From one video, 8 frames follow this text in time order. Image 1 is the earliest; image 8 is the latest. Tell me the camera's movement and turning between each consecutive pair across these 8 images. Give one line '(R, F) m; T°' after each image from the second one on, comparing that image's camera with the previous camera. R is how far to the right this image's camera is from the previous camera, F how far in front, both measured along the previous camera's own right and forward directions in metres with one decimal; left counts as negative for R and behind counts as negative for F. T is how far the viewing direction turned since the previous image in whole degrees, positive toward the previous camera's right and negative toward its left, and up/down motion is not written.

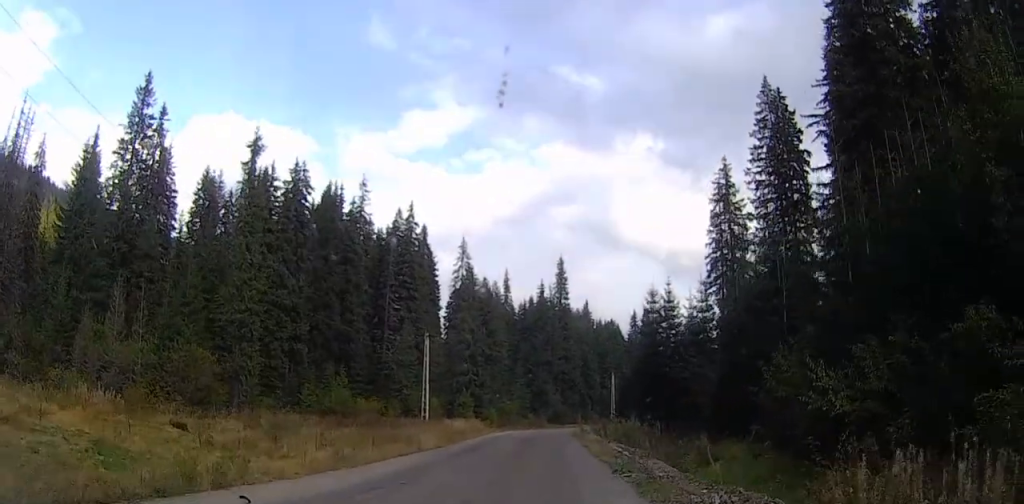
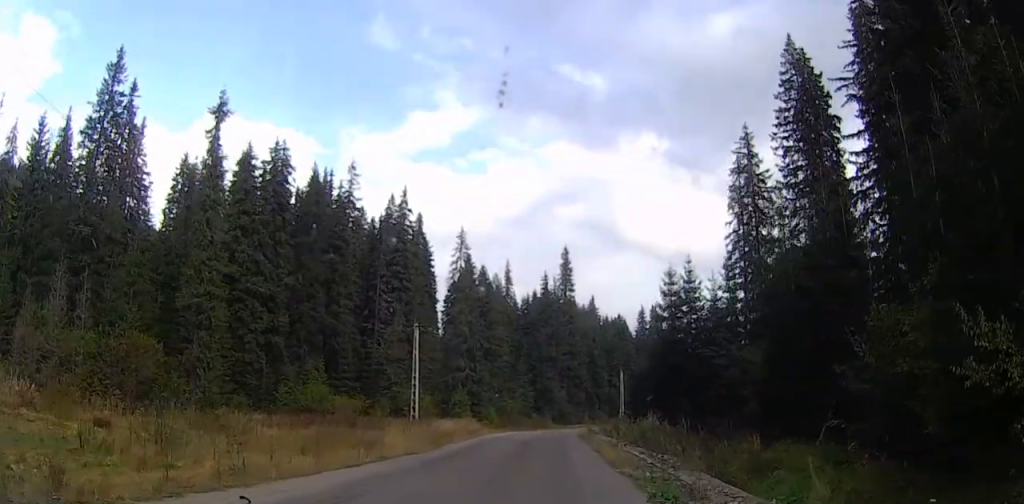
(+0.3, +7.3) m; +2°
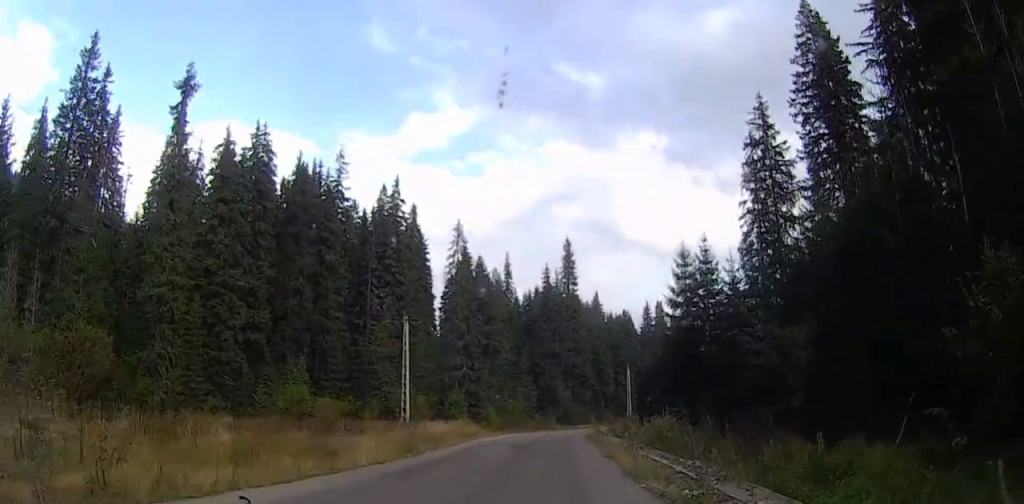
(+0.4, +5.1) m; 0°
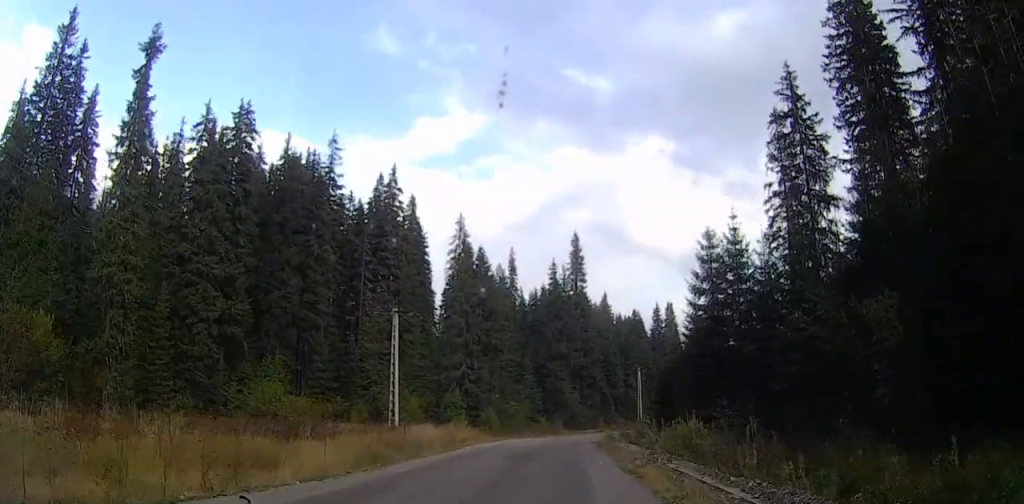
(-0.4, +6.0) m; -2°
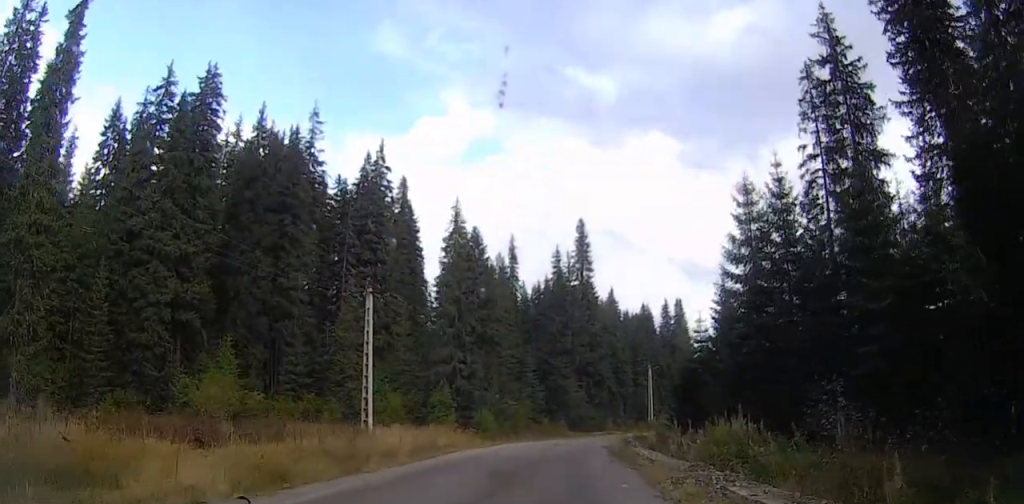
(-0.3, +8.3) m; -1°
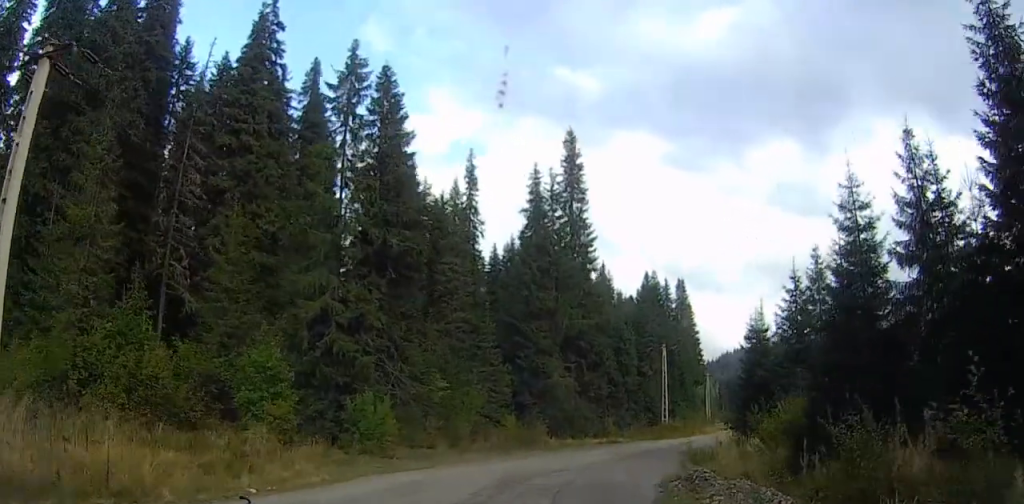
(+0.9, +32.2) m; 0°
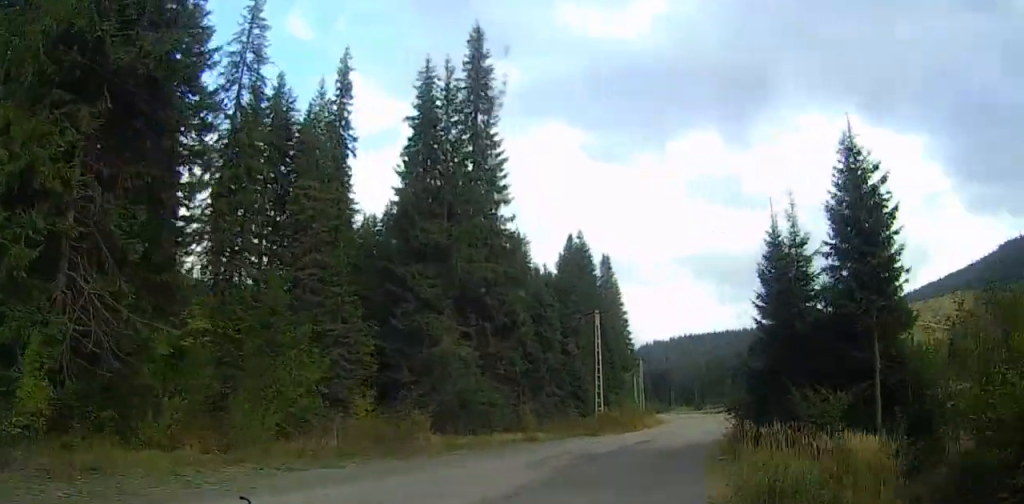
(+1.0, +18.5) m; +12°
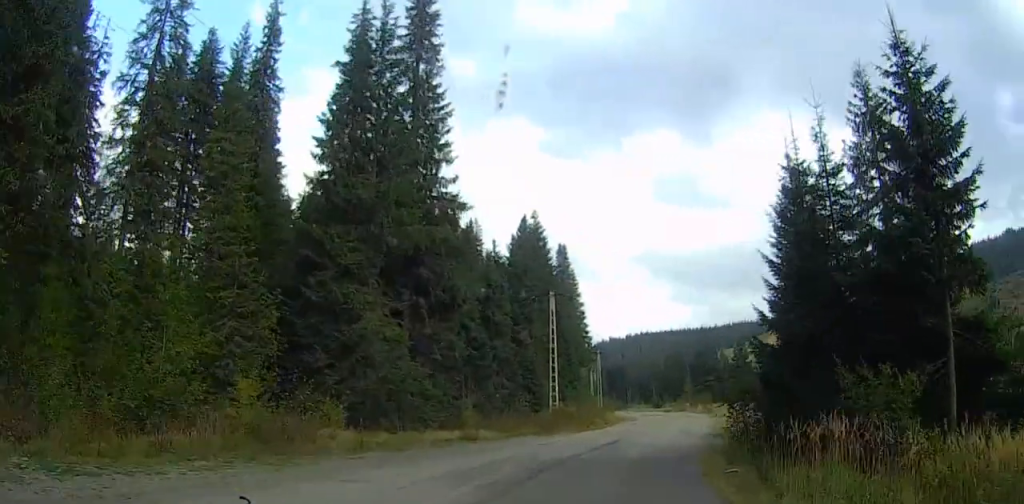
(+0.6, +7.0) m; +5°
